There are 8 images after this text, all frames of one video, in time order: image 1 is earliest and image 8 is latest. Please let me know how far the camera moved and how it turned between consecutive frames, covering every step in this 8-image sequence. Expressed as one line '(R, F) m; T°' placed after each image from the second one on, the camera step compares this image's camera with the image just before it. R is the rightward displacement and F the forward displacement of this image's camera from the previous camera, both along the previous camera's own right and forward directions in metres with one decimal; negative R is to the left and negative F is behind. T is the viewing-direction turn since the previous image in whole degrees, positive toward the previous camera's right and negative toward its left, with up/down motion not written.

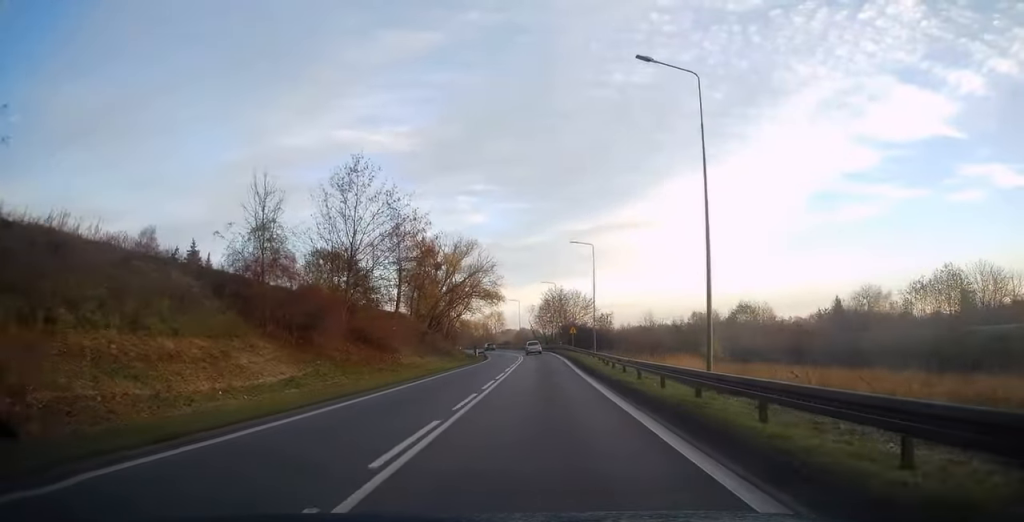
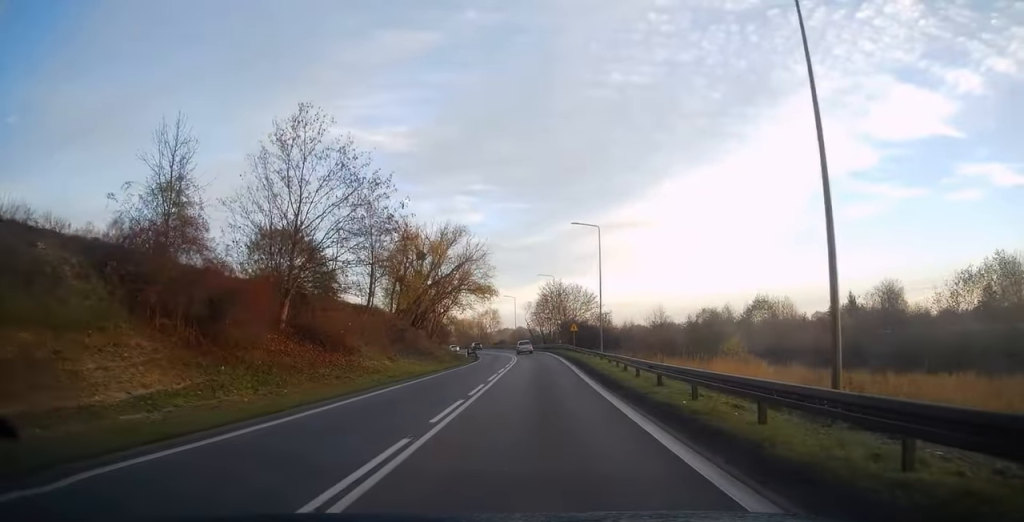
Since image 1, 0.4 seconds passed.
(+0.1, +8.2) m; 0°
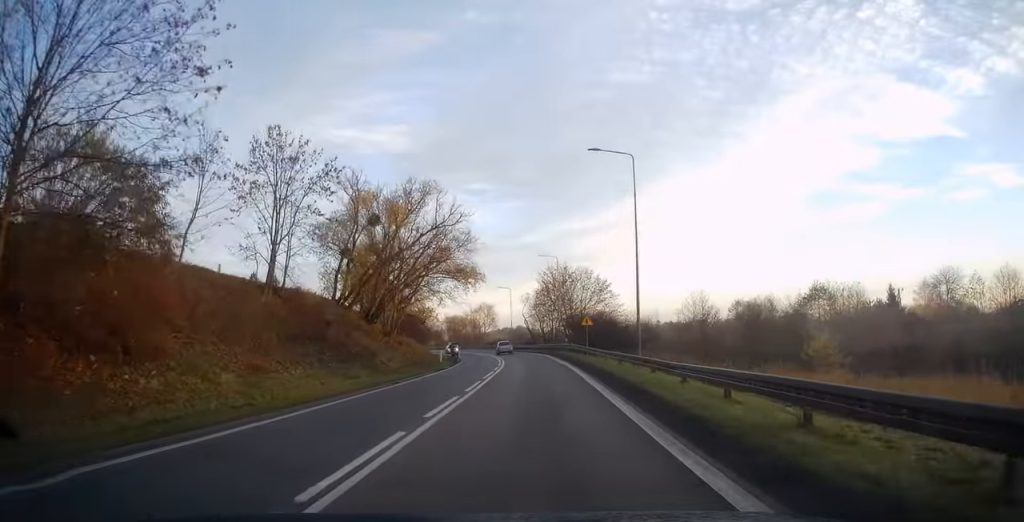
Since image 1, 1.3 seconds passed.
(0.0, +17.7) m; 0°
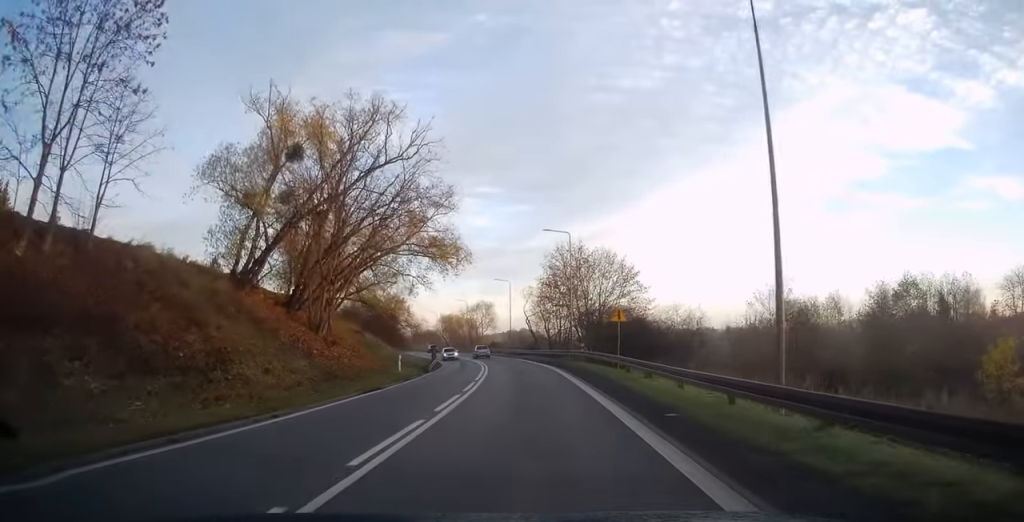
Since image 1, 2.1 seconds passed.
(0.0, +16.3) m; -1°
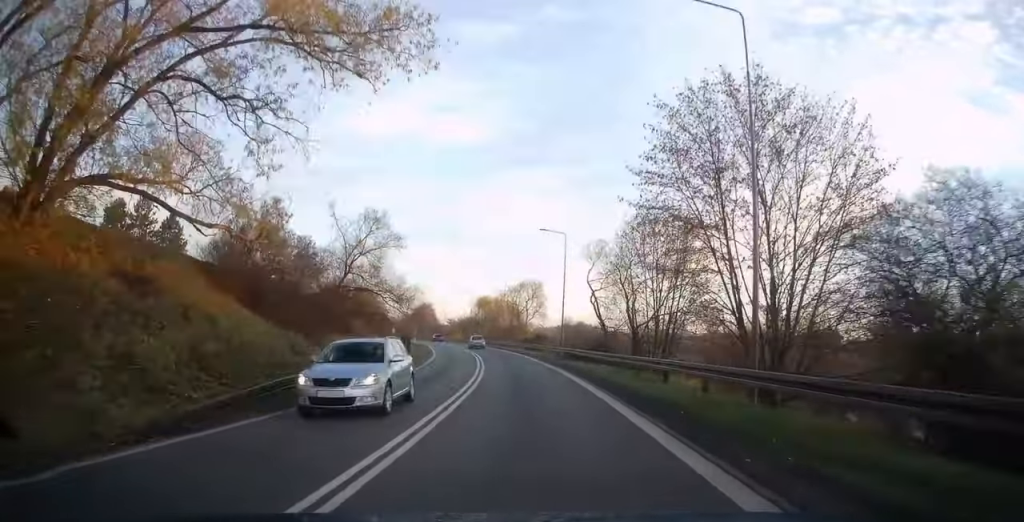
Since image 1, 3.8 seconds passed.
(-0.8, +32.7) m; -4°
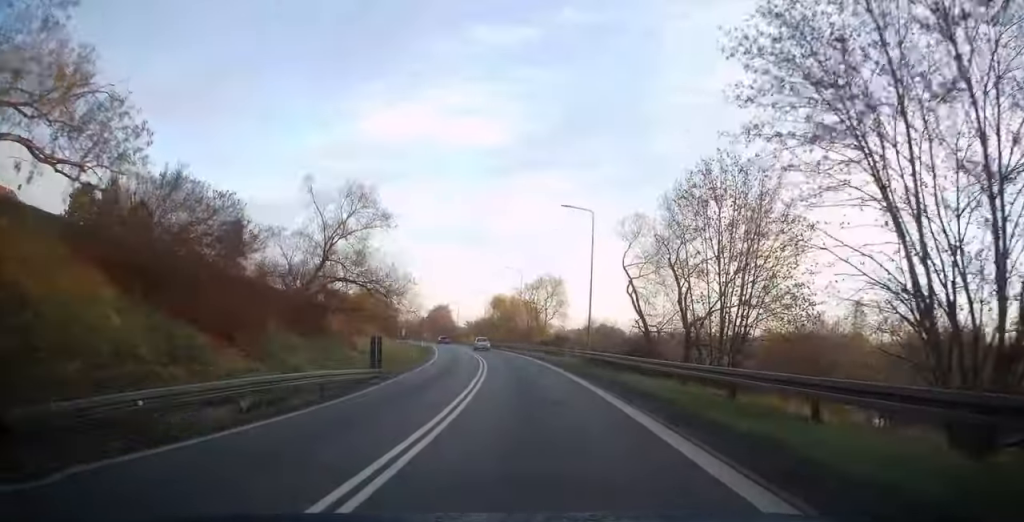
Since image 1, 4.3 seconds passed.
(-0.2, +9.4) m; -2°
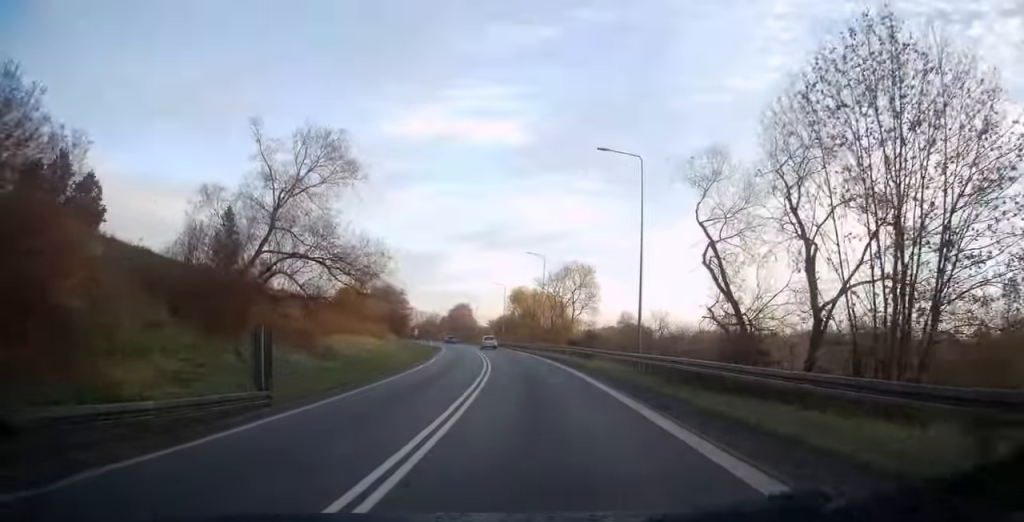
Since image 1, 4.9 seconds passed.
(-0.2, +11.6) m; -2°
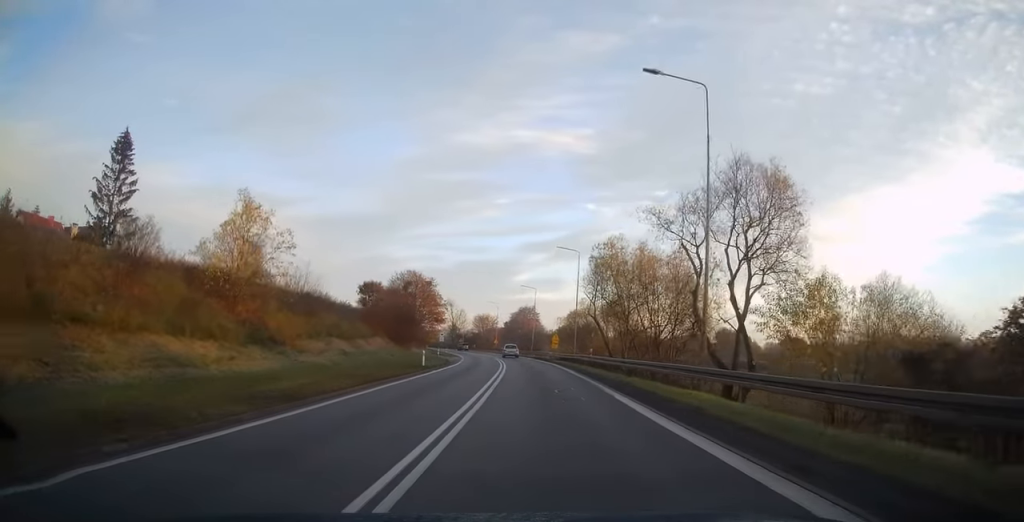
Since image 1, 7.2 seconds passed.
(-3.0, +43.6) m; -7°
